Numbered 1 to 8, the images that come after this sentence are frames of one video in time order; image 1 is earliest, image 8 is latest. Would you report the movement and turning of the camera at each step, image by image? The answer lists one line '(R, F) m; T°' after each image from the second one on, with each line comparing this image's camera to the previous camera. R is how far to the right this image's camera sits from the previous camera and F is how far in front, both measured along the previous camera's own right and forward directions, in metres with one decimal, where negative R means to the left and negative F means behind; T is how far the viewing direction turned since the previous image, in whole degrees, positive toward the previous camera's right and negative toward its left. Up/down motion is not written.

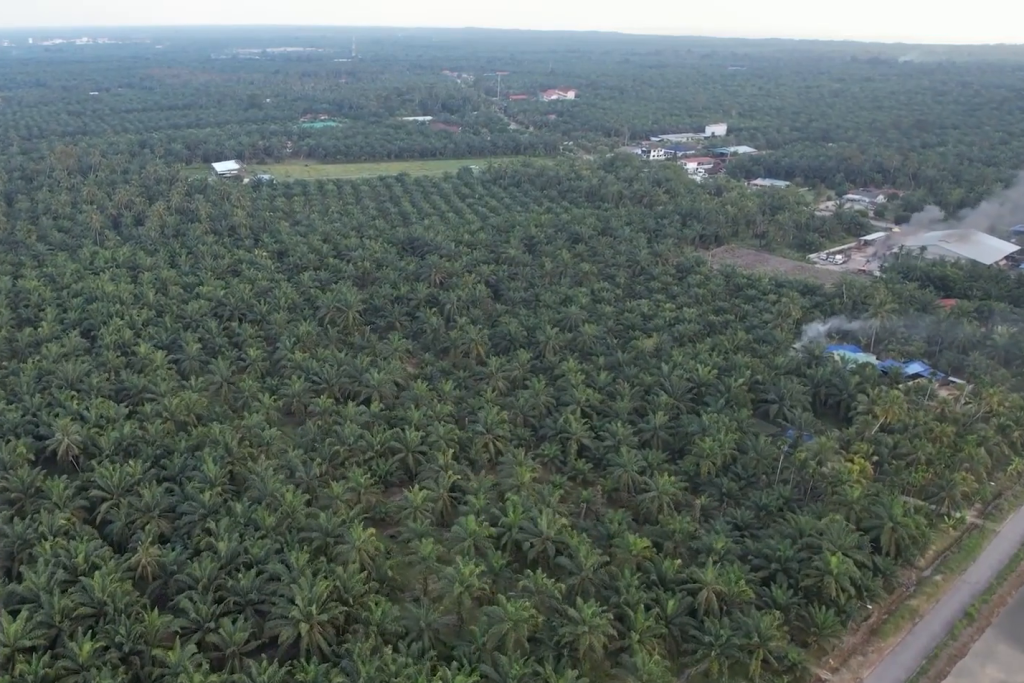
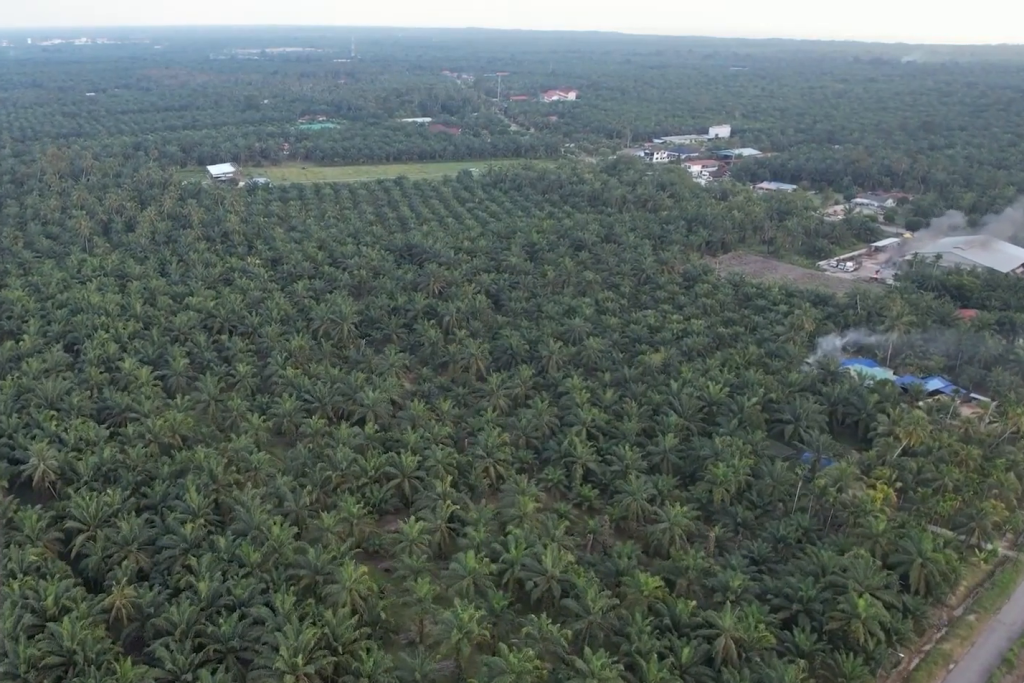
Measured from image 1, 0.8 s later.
(0.0, +11.0) m; 0°
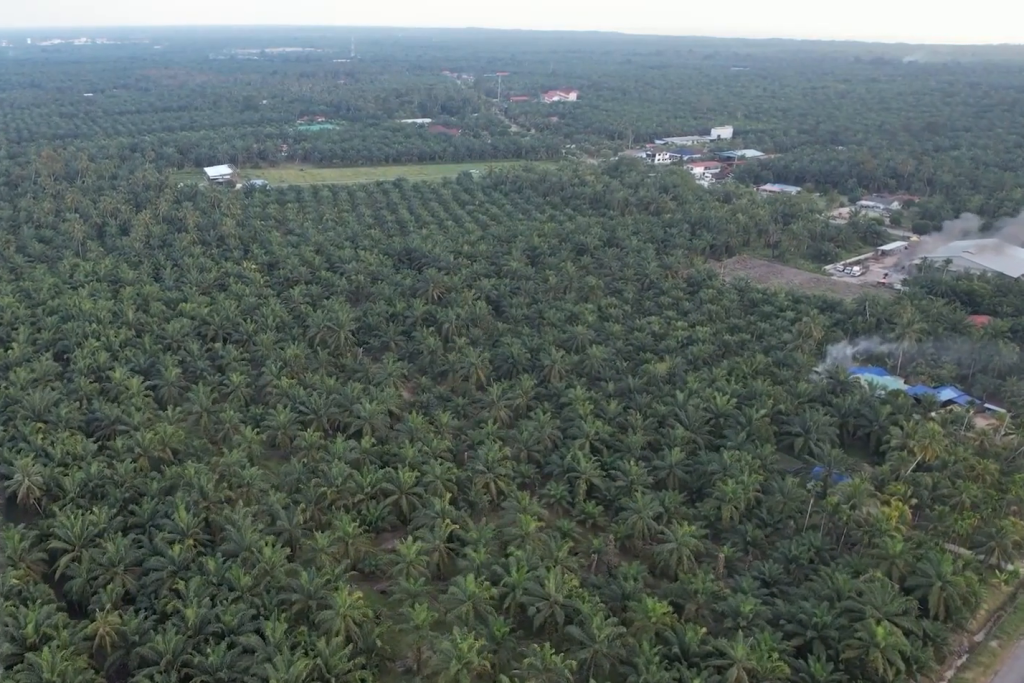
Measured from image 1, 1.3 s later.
(0.0, +6.3) m; 0°
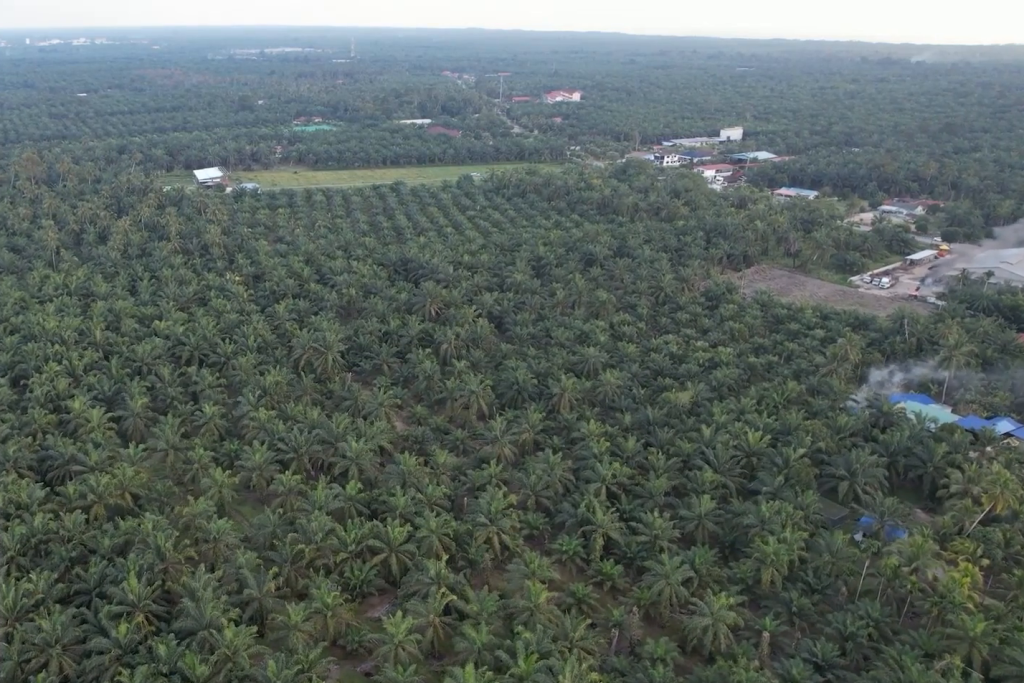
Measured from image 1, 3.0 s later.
(0.0, +24.1) m; 0°
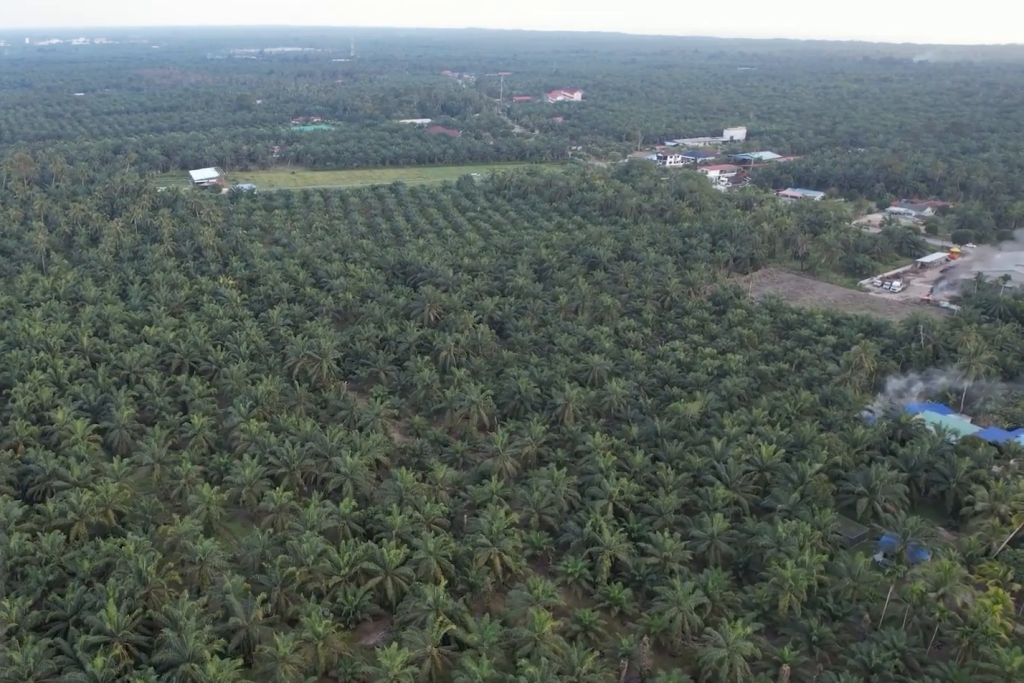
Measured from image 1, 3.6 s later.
(0.0, +8.1) m; 0°
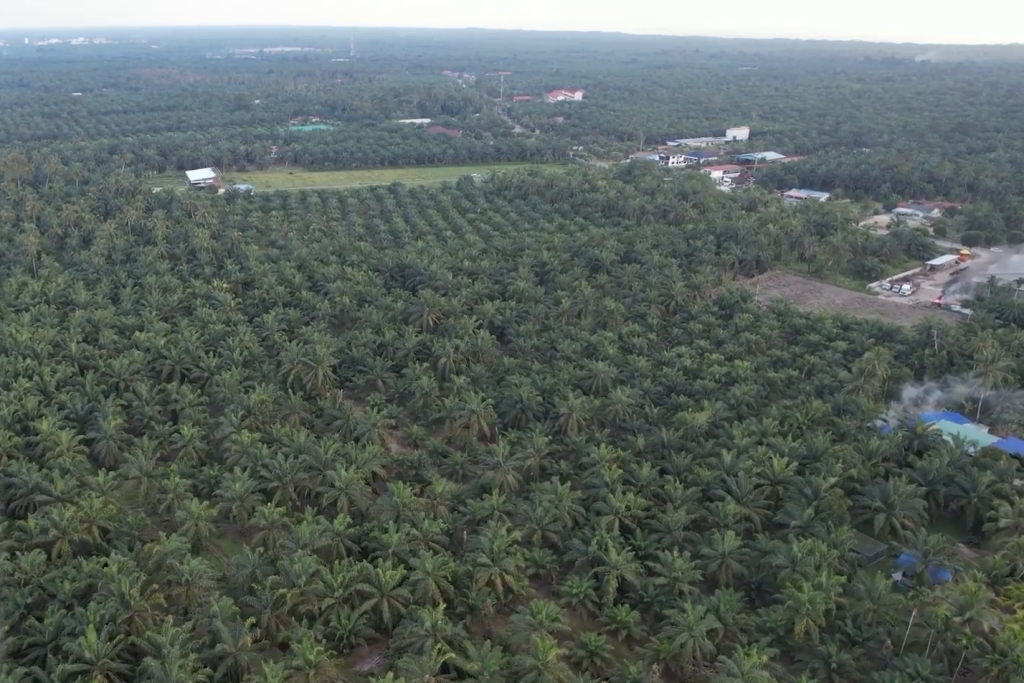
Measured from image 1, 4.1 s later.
(0.0, +6.9) m; 0°
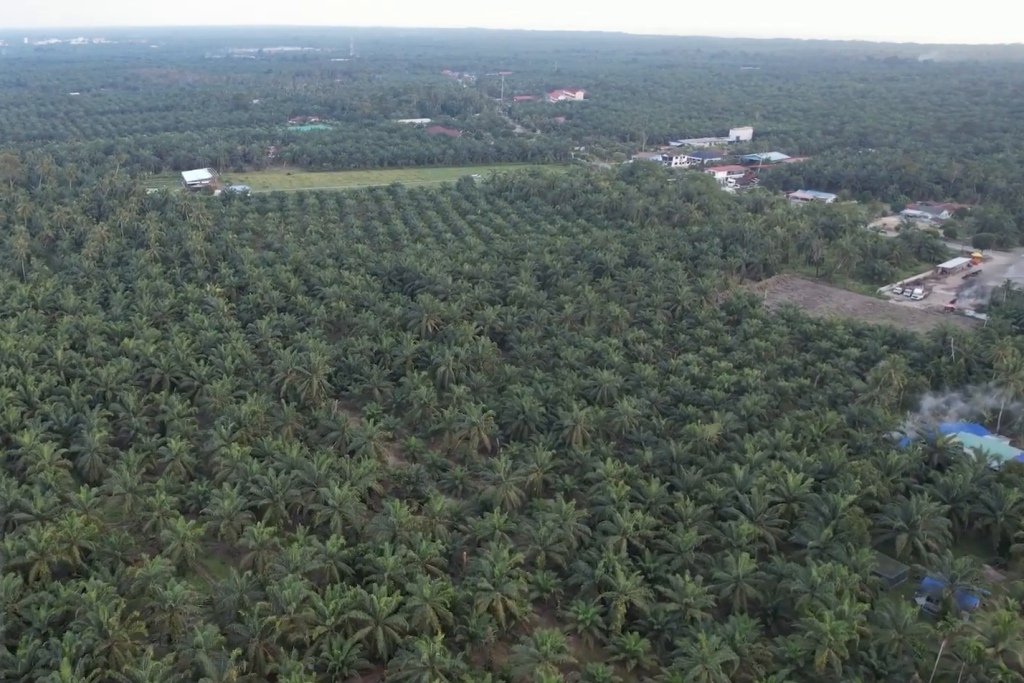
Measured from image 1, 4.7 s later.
(0.0, +8.1) m; 0°
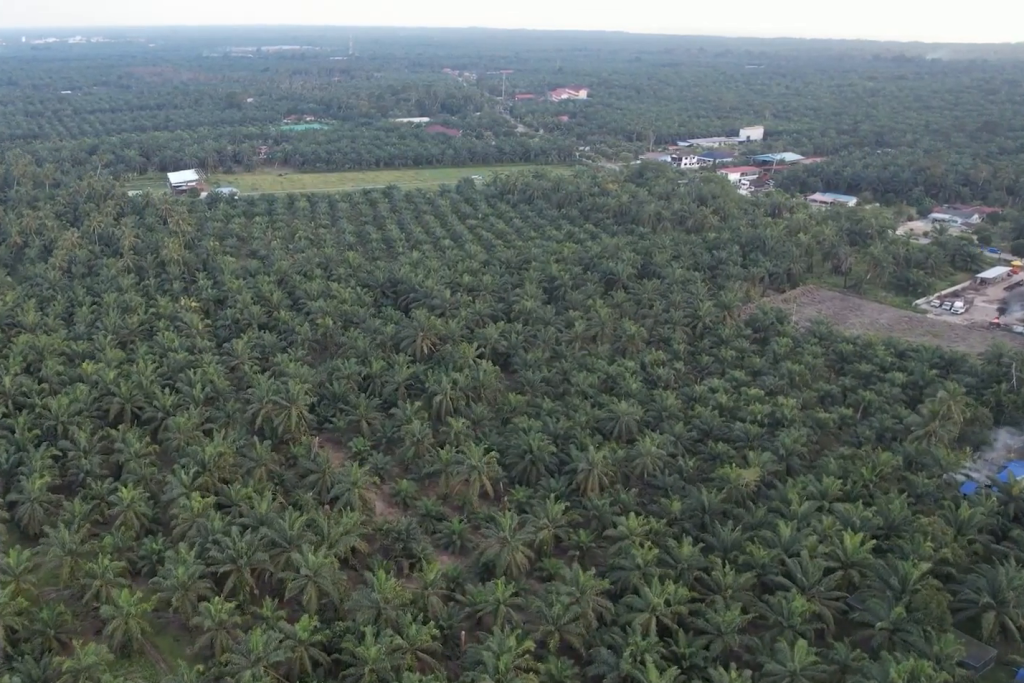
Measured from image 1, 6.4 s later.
(+0.1, +24.5) m; 0°
